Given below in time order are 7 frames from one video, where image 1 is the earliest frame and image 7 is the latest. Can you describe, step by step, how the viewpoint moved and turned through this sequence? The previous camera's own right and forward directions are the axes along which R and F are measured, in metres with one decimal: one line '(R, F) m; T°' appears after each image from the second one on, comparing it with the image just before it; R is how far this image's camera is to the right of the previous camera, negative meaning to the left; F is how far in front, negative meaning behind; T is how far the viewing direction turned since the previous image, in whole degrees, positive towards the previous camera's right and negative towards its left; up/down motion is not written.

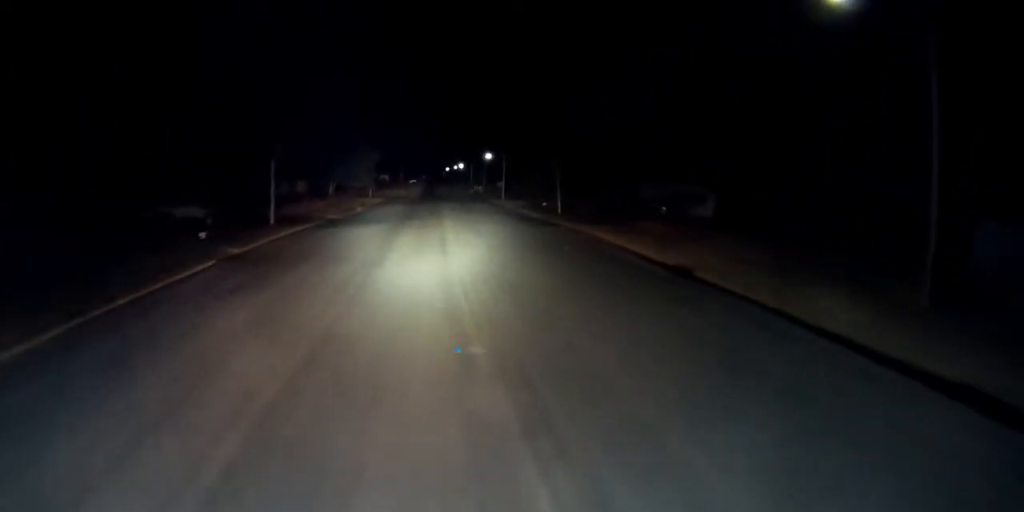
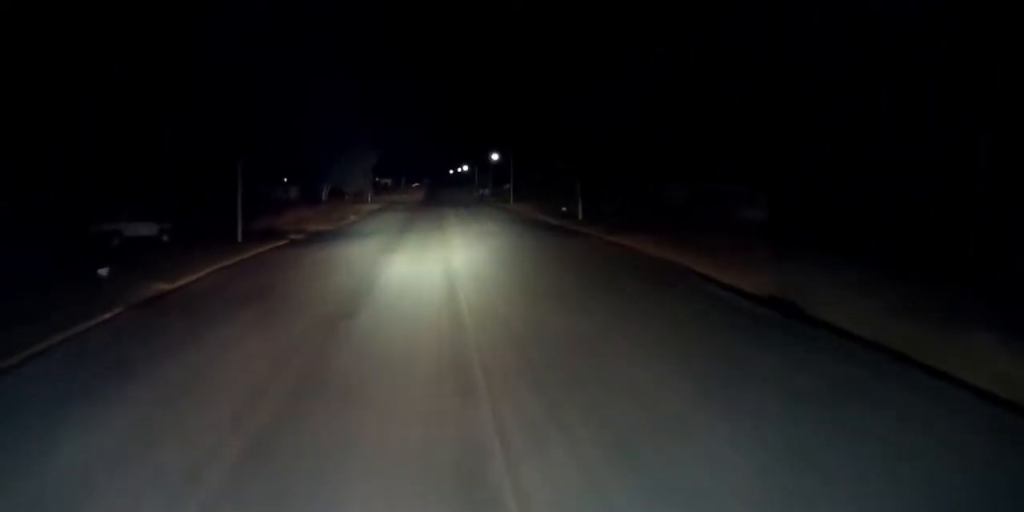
(+0.1, +9.5) m; 0°
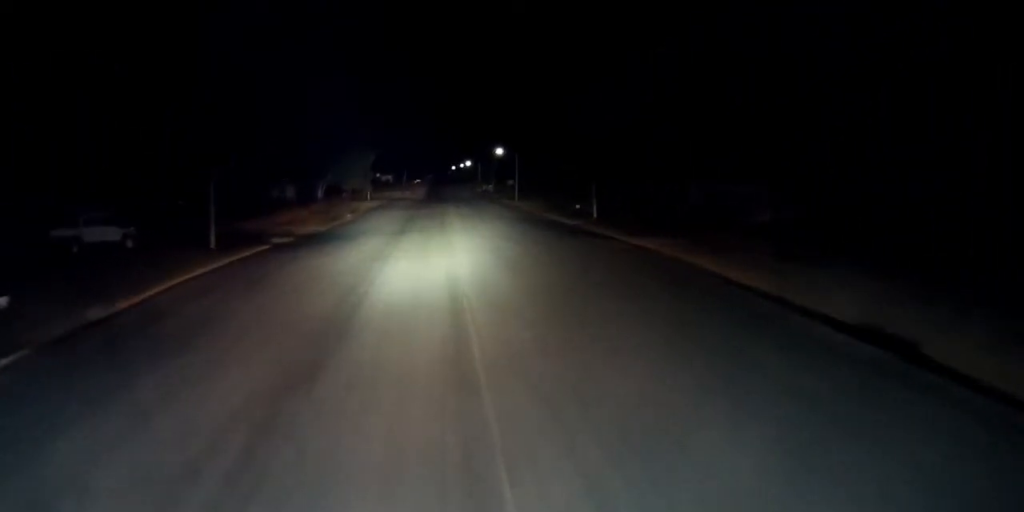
(0.0, +5.6) m; 0°
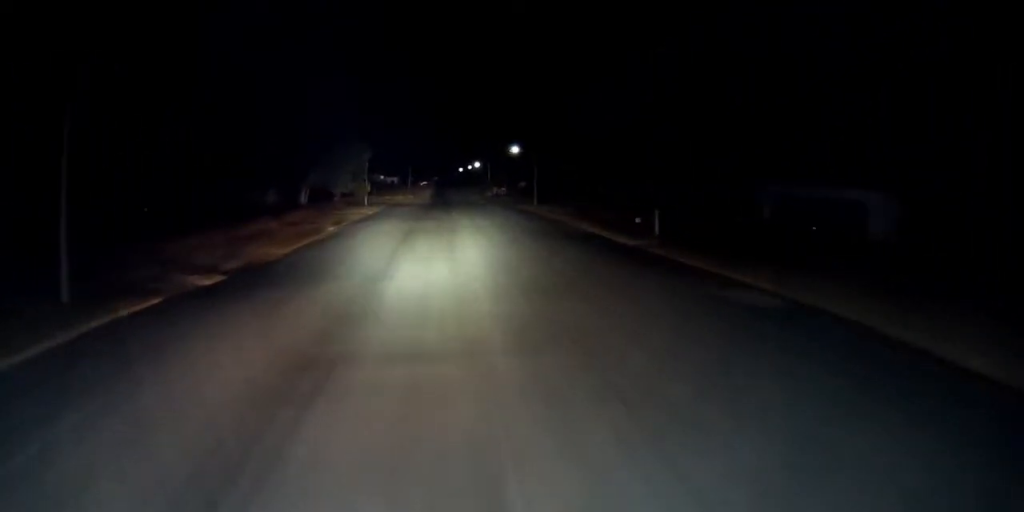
(-0.2, +16.2) m; 0°
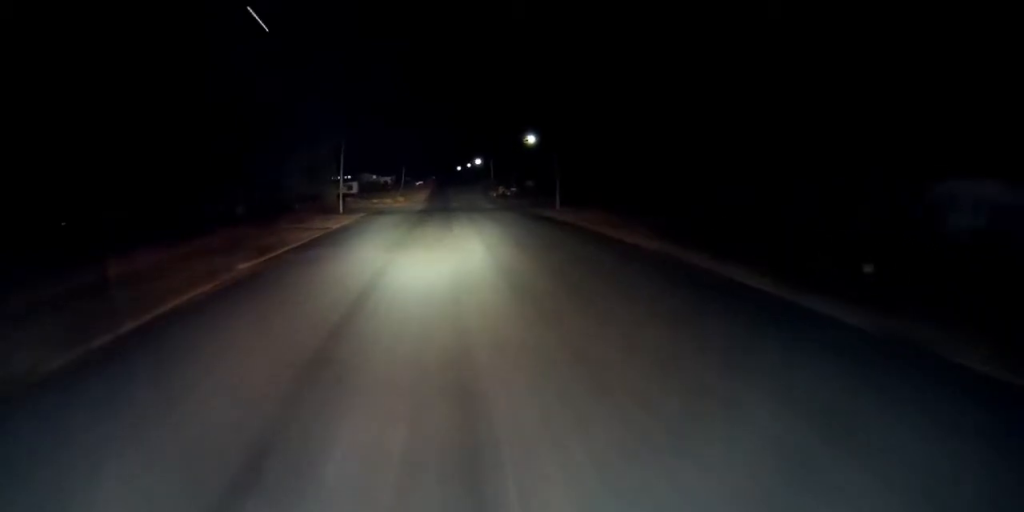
(+0.1, +23.6) m; 0°
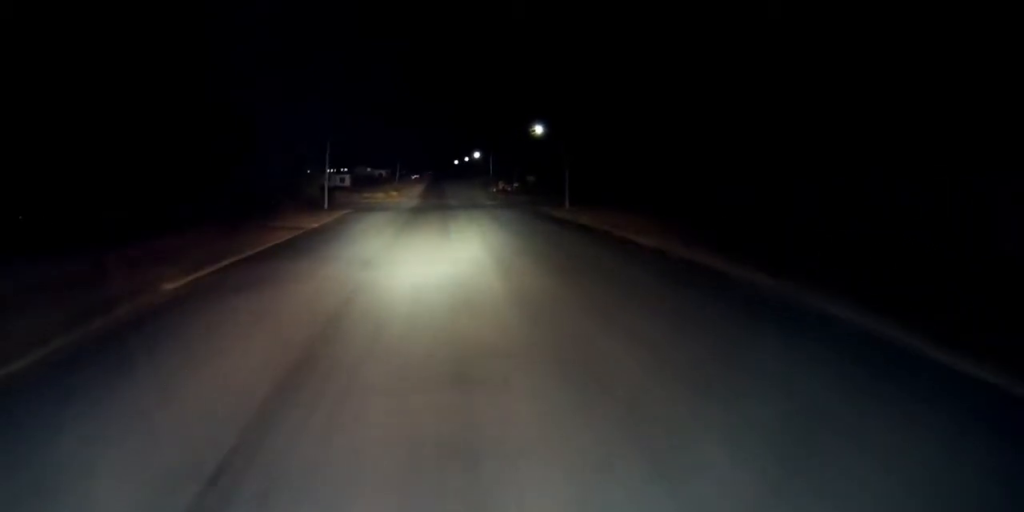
(0.0, +8.5) m; 0°
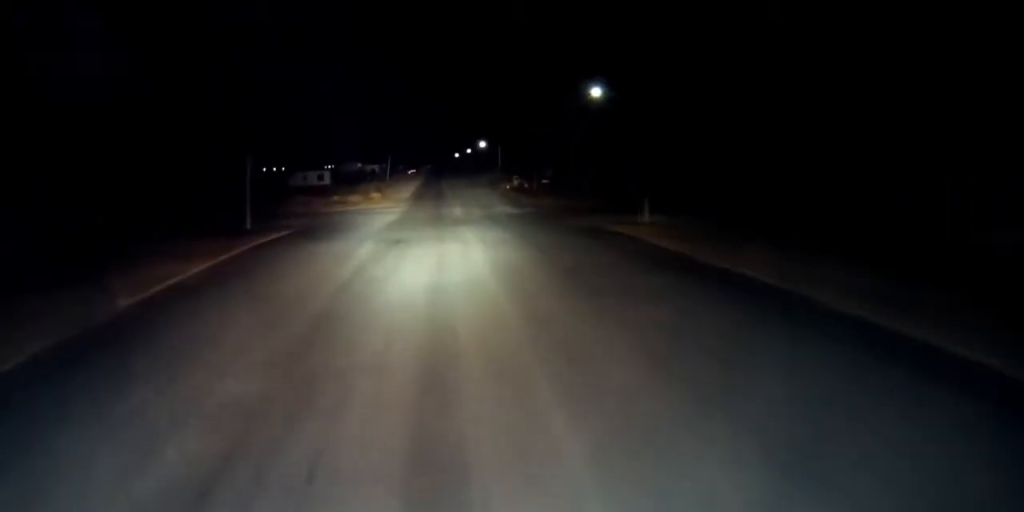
(+0.3, +30.8) m; 0°
